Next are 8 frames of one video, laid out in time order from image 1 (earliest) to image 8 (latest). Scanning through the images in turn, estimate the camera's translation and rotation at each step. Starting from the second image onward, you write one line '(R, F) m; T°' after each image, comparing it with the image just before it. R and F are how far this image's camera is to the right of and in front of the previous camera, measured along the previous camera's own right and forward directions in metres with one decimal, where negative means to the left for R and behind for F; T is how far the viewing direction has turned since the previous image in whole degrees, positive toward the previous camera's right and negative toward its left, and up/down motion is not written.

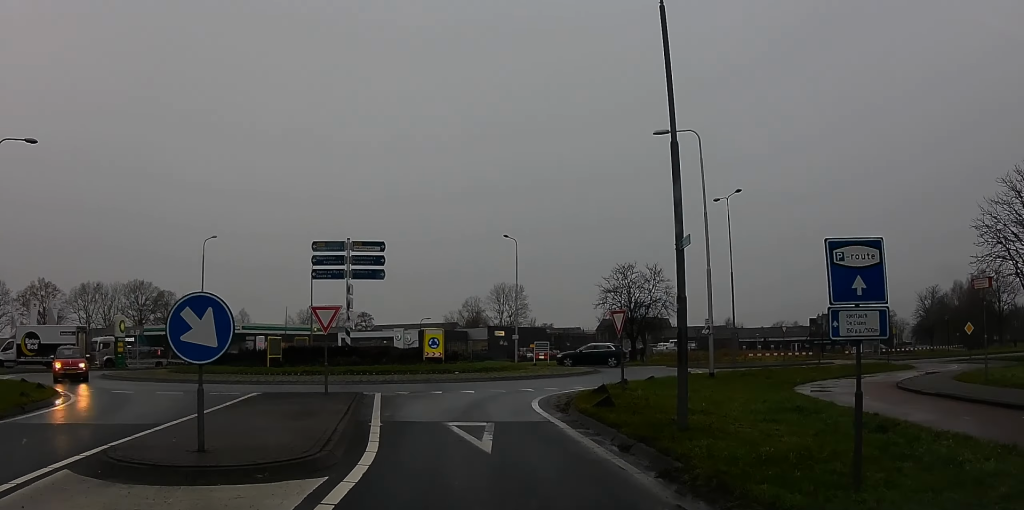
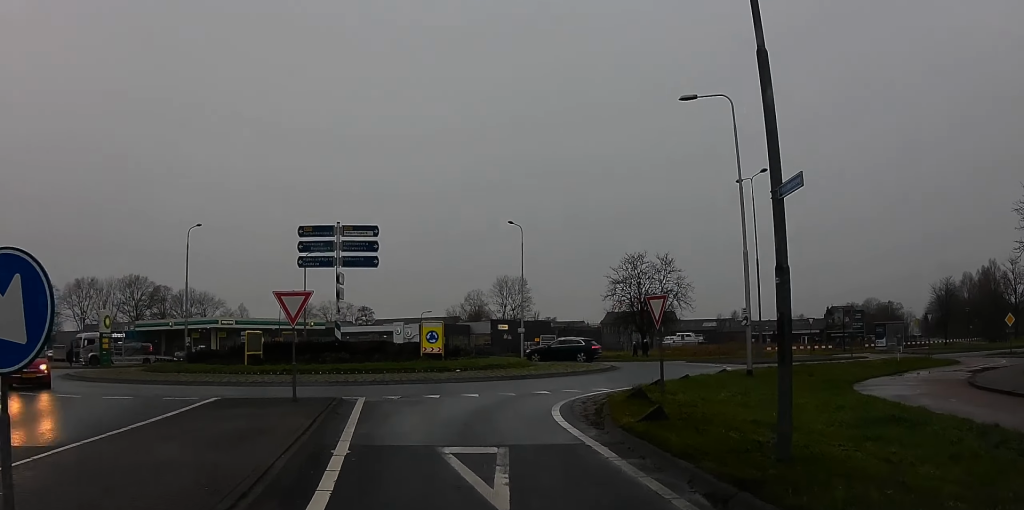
(+0.7, +3.8) m; +3°
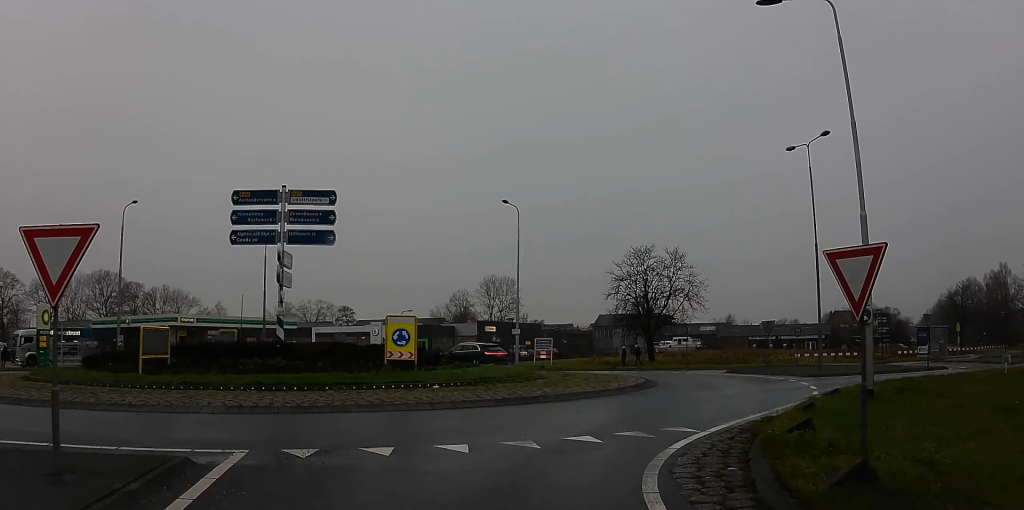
(-1.0, +9.0) m; -1°
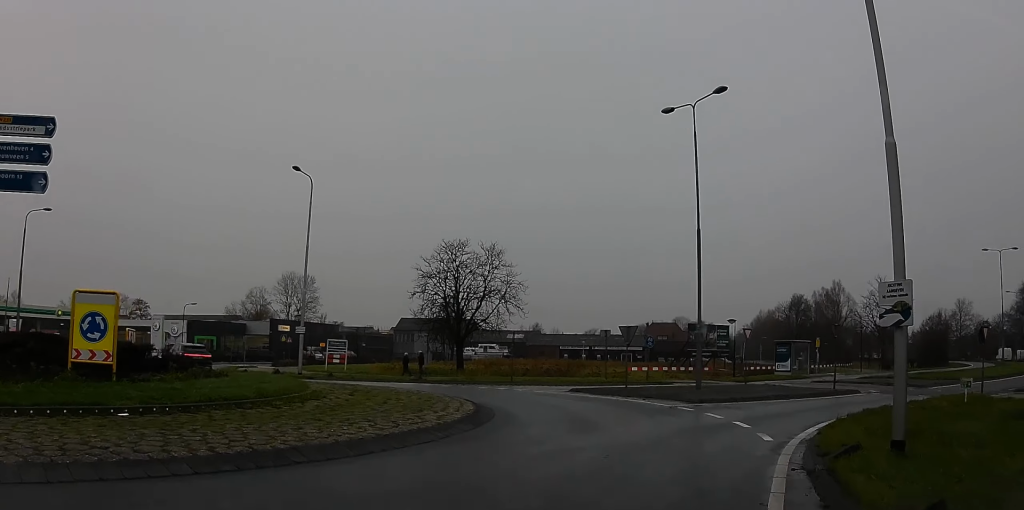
(+0.7, +8.0) m; +14°
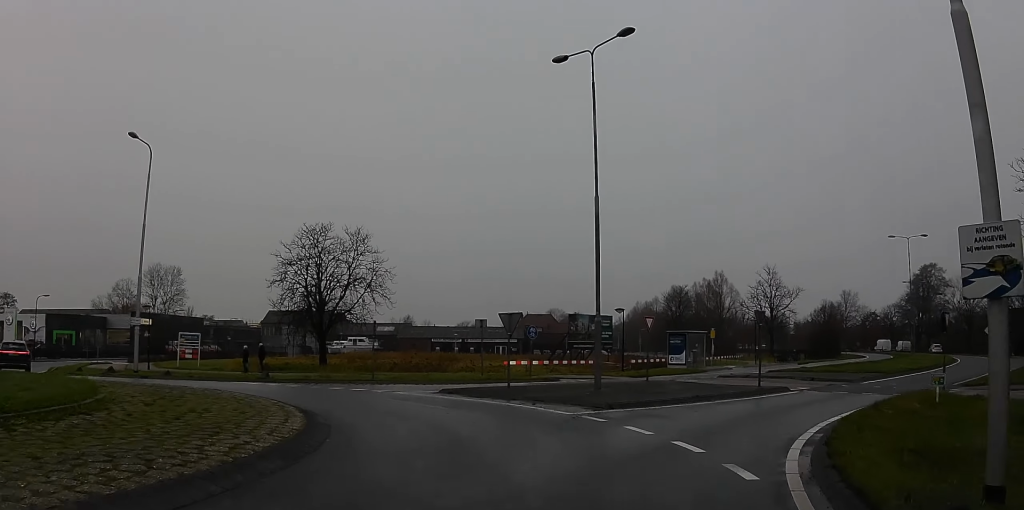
(+0.1, +4.3) m; +8°
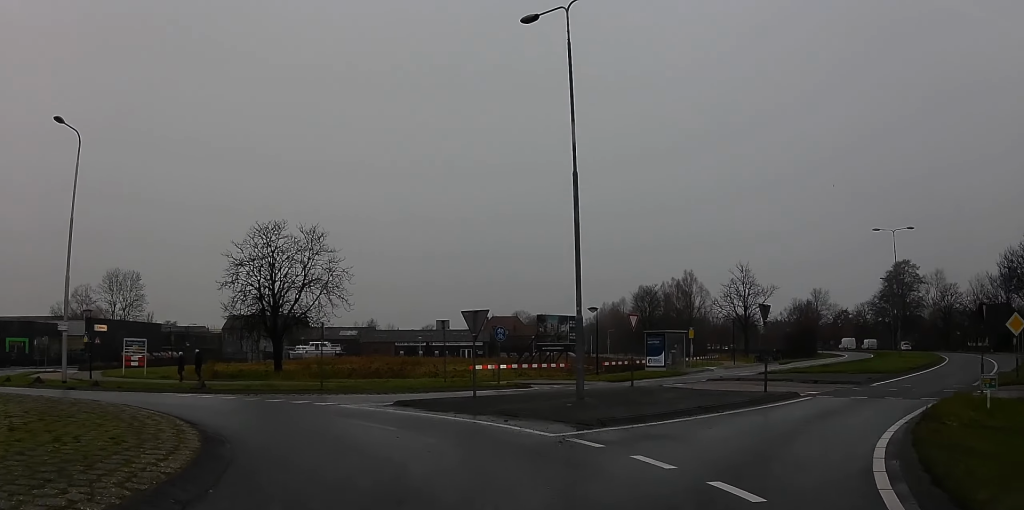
(+0.6, +3.2) m; +3°
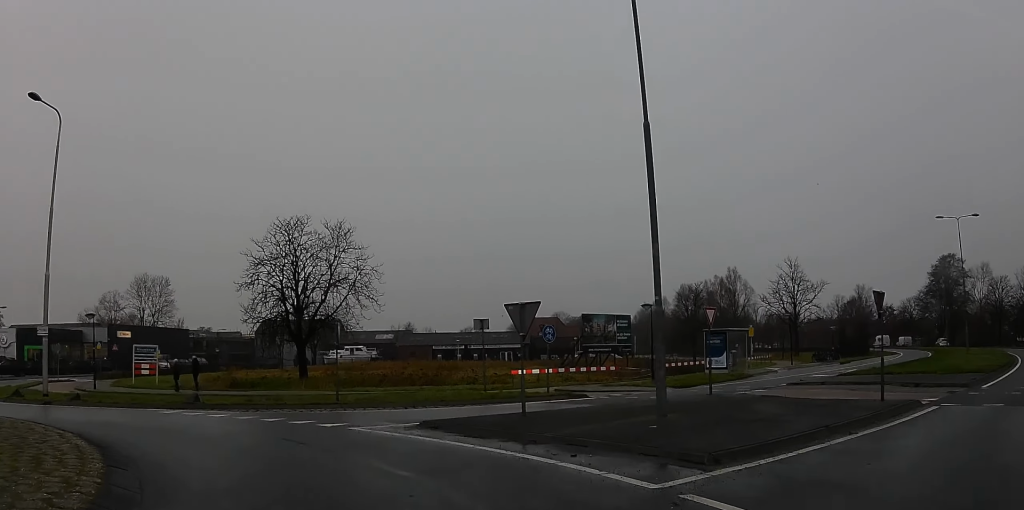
(+0.2, +4.1) m; -3°
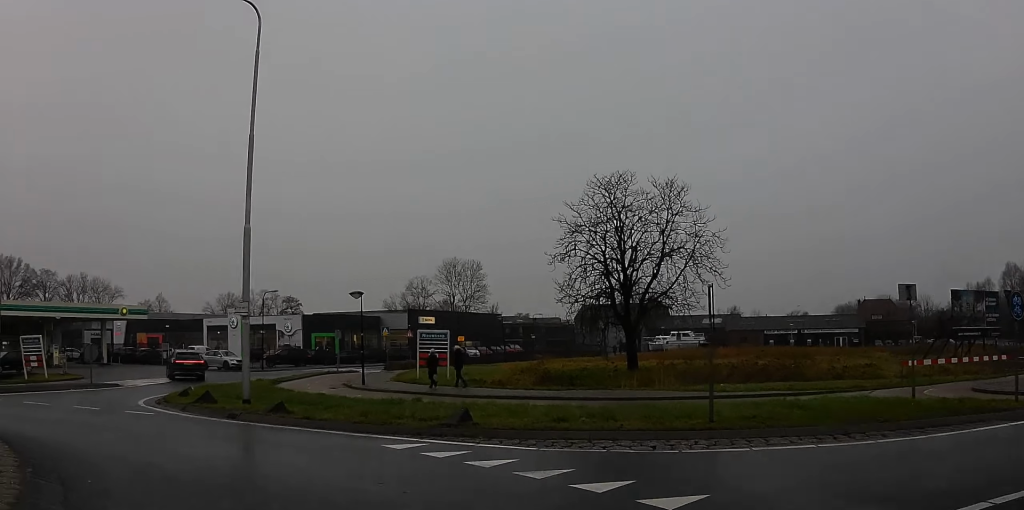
(-2.1, +8.5) m; -25°
